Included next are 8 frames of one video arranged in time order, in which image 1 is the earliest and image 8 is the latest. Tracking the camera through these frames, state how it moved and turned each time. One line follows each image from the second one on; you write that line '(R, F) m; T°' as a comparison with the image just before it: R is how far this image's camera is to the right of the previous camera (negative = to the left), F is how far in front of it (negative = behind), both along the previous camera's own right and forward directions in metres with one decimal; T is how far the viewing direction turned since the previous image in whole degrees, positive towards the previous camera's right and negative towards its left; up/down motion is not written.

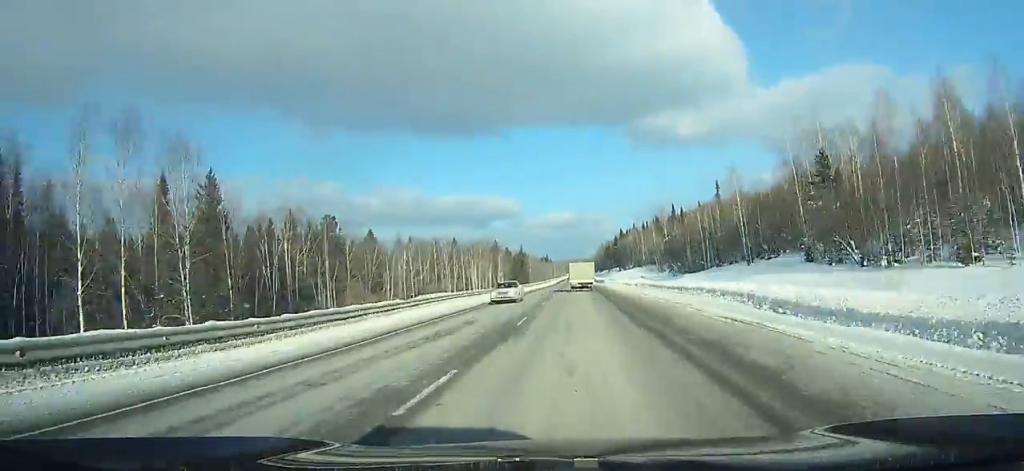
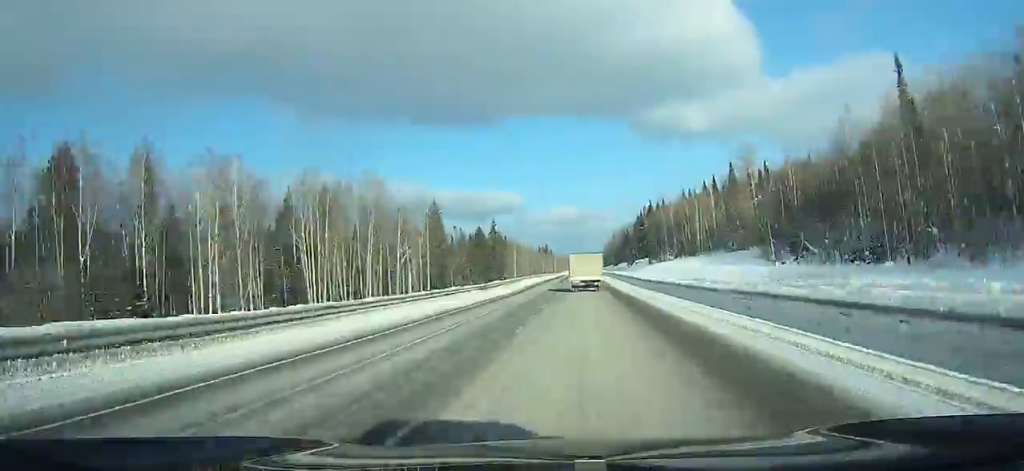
(+0.2, +109.3) m; 0°
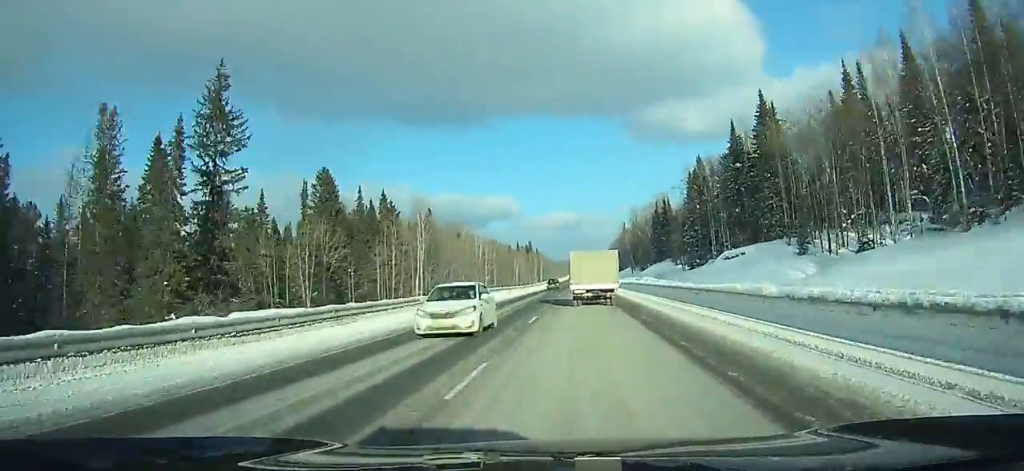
(-1.1, +141.6) m; 0°
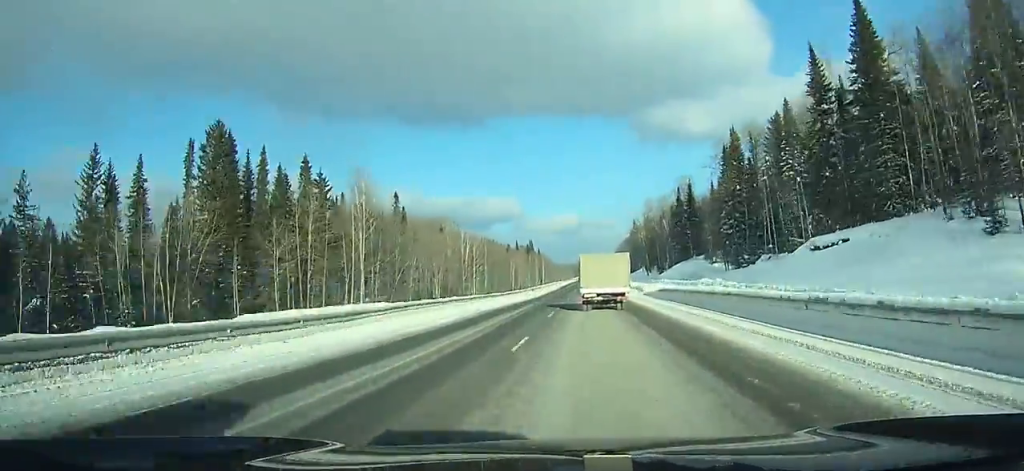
(-0.1, +31.6) m; 0°
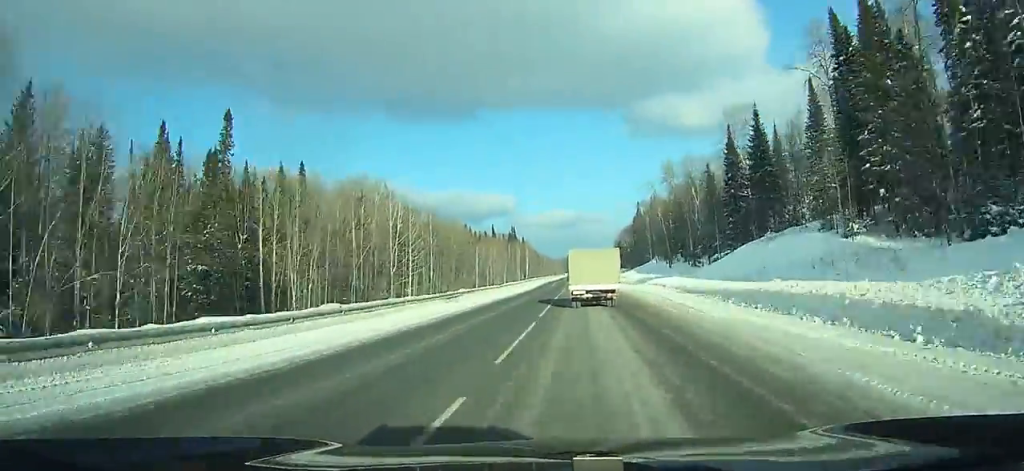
(+0.5, +56.3) m; 0°
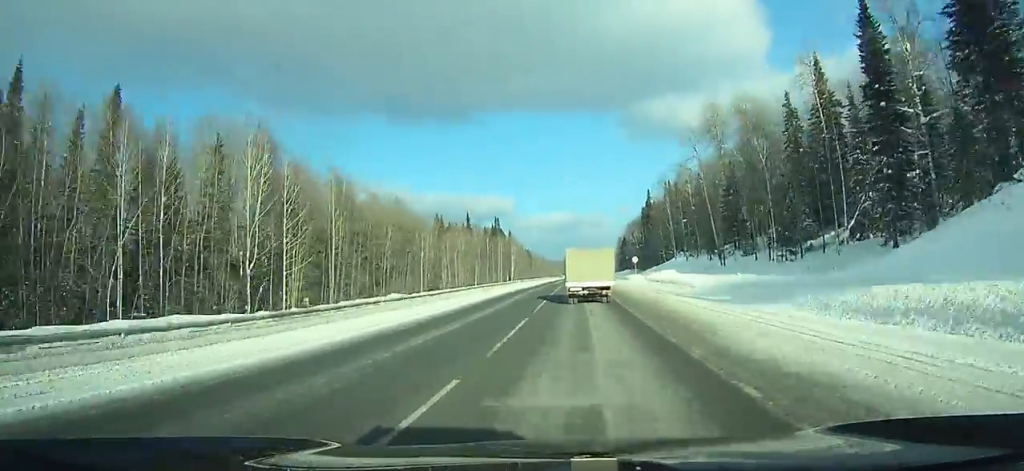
(+0.1, +47.3) m; 0°
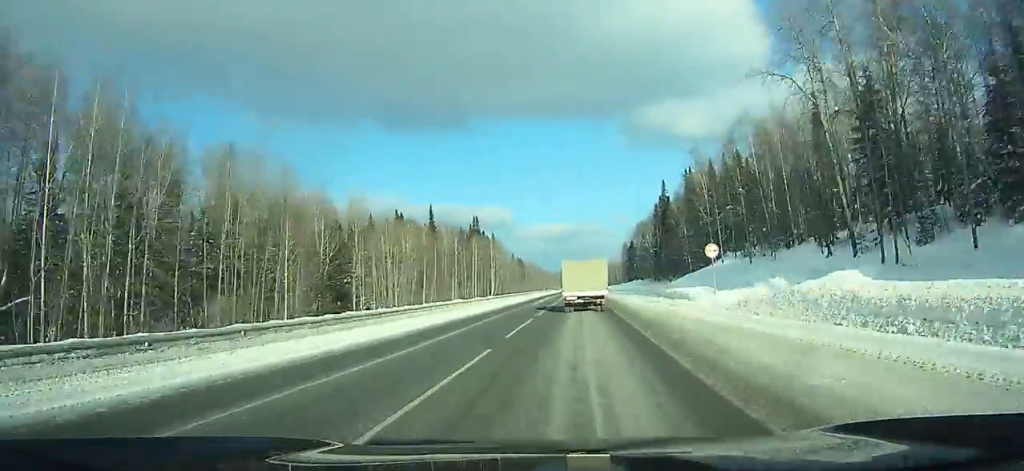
(-0.1, +42.9) m; 0°
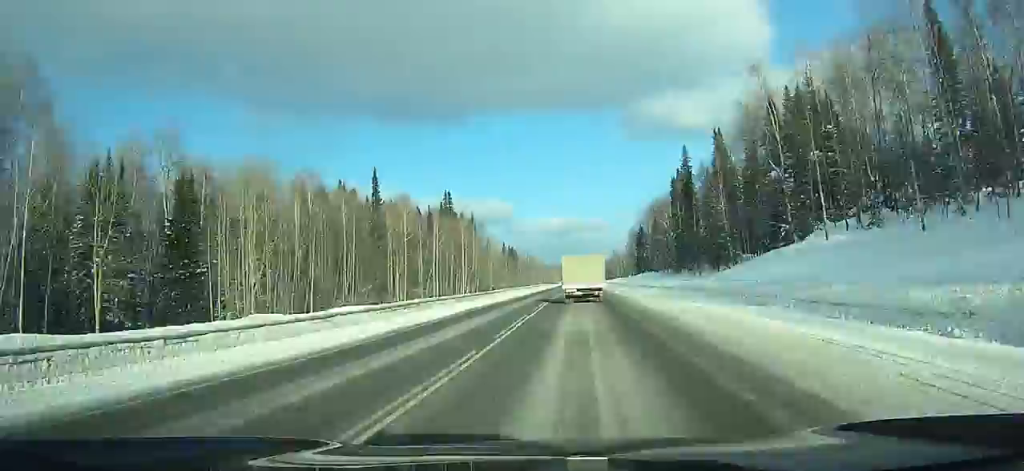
(+0.1, +38.9) m; 0°
